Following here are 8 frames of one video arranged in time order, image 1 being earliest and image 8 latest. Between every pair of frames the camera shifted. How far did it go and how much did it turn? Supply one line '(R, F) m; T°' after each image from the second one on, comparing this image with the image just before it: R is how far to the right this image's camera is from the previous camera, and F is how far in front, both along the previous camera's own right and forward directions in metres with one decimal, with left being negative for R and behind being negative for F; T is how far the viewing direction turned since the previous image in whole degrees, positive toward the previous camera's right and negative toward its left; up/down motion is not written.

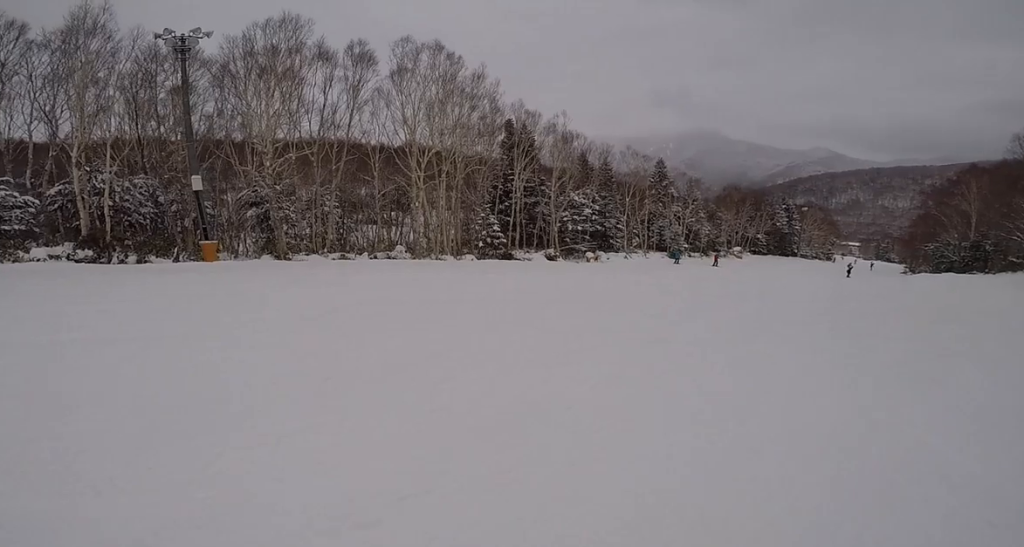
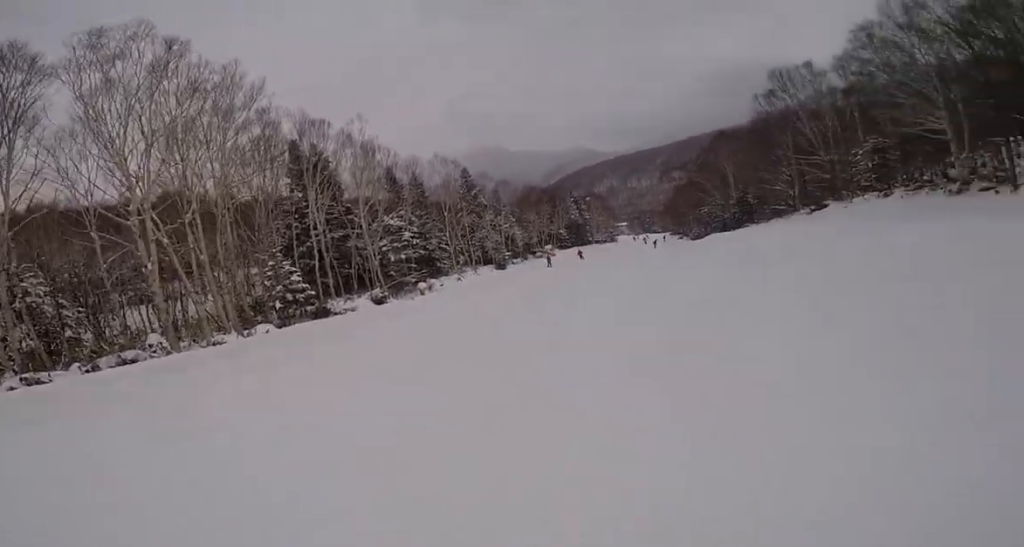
(+1.4, +6.6) m; +25°
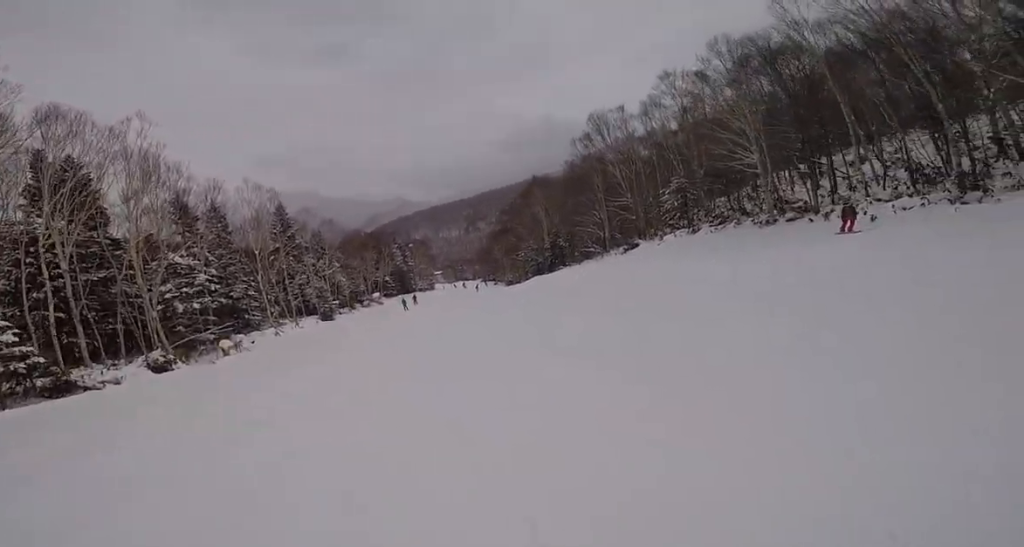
(0.0, +5.1) m; +18°
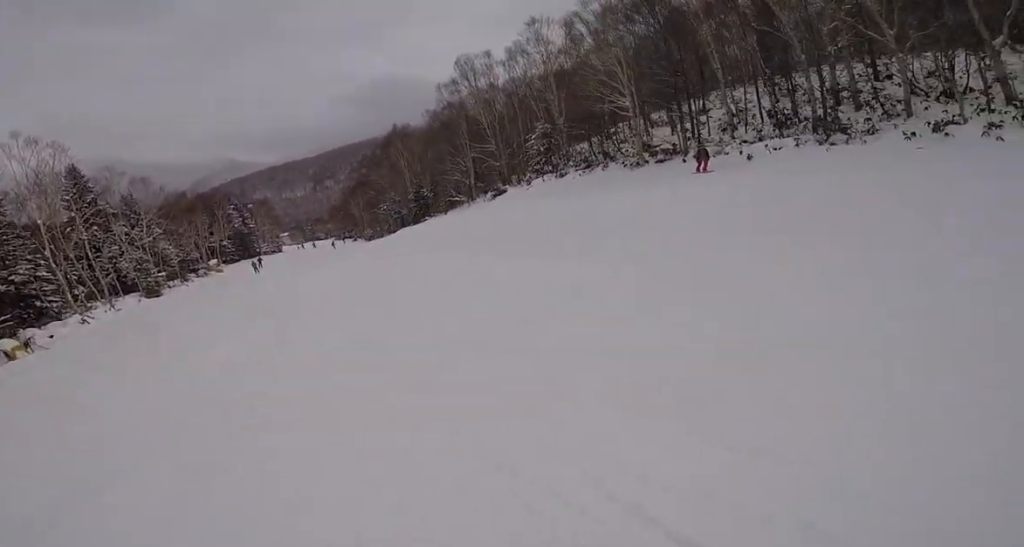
(+0.2, +2.7) m; +13°
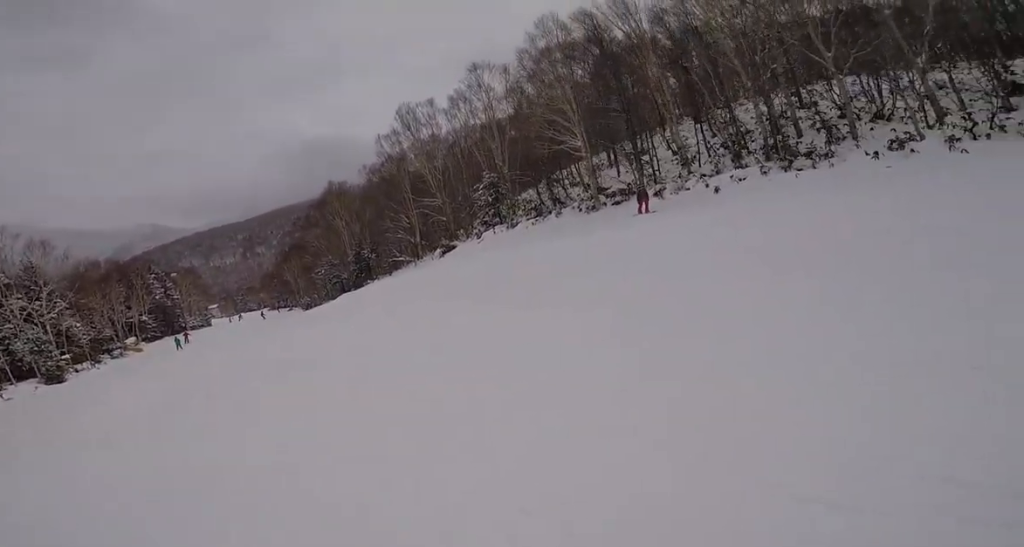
(+1.2, +2.7) m; +13°
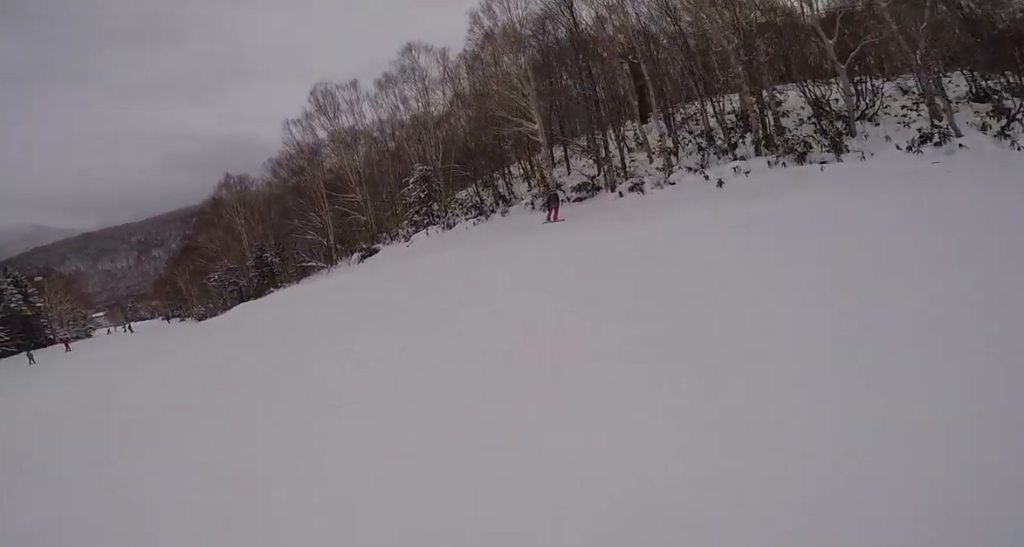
(0.0, +5.8) m; +4°
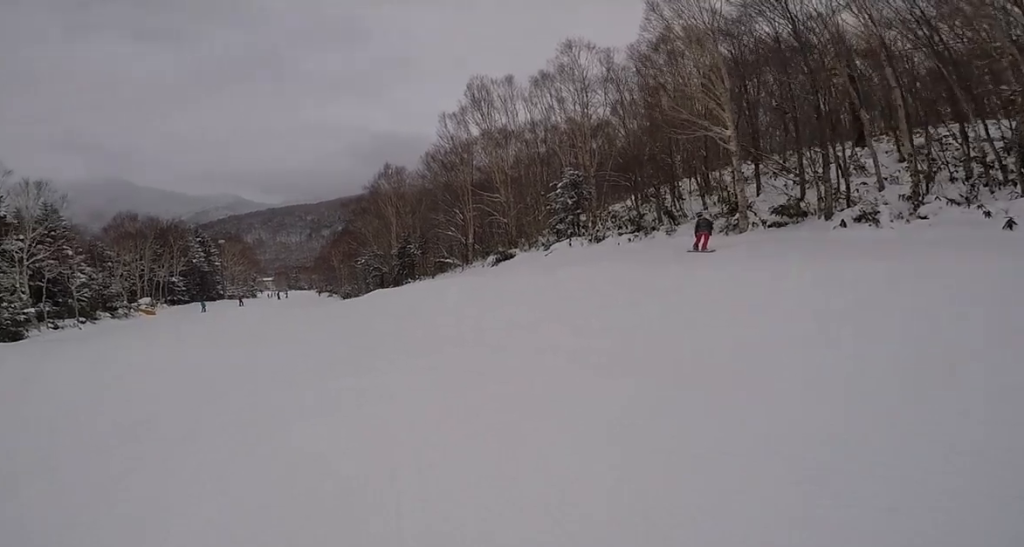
(+0.2, +2.6) m; -8°
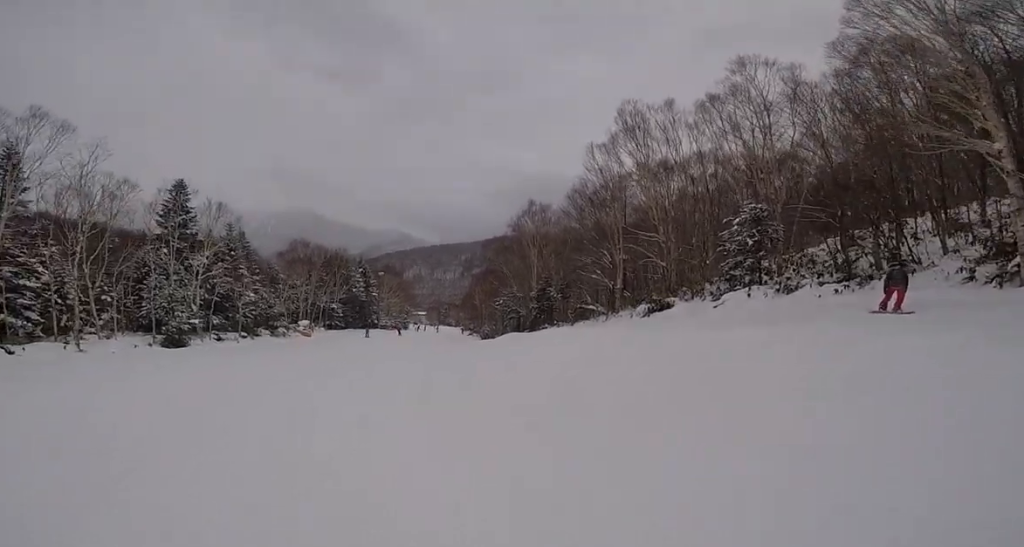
(+0.6, +2.8) m; -11°
